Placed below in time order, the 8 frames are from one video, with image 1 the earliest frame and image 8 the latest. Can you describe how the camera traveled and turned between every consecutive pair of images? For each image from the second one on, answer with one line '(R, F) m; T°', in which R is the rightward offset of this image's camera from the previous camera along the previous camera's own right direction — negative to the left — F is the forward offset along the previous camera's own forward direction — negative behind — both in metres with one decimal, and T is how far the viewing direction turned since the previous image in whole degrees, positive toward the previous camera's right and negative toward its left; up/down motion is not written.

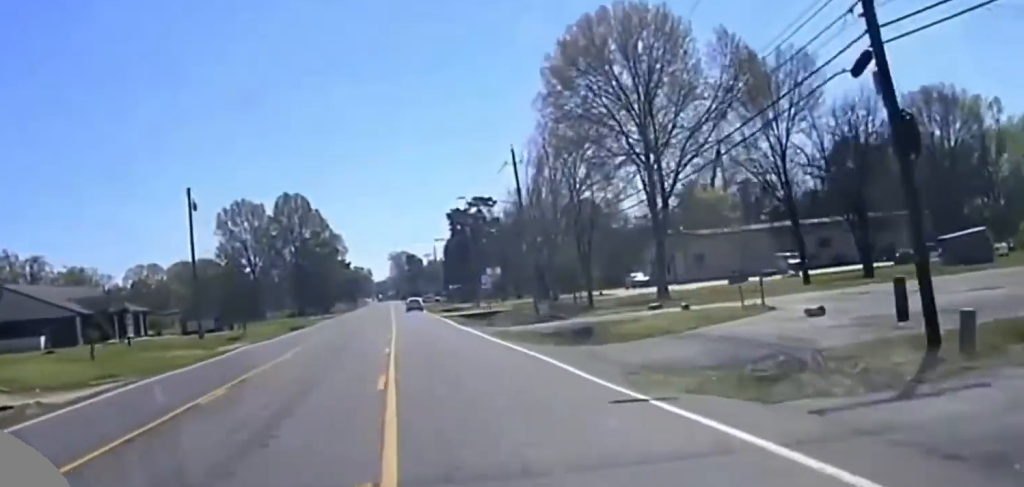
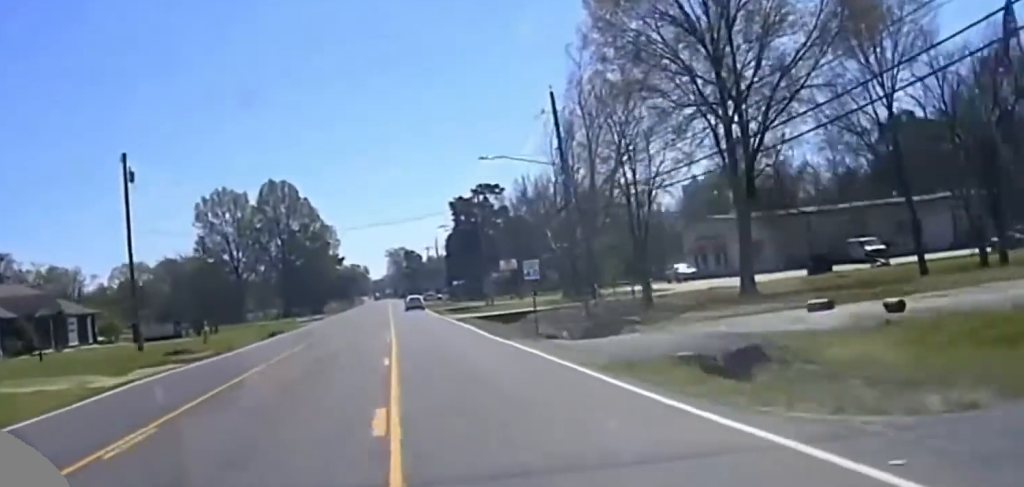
(-0.1, +20.3) m; 0°
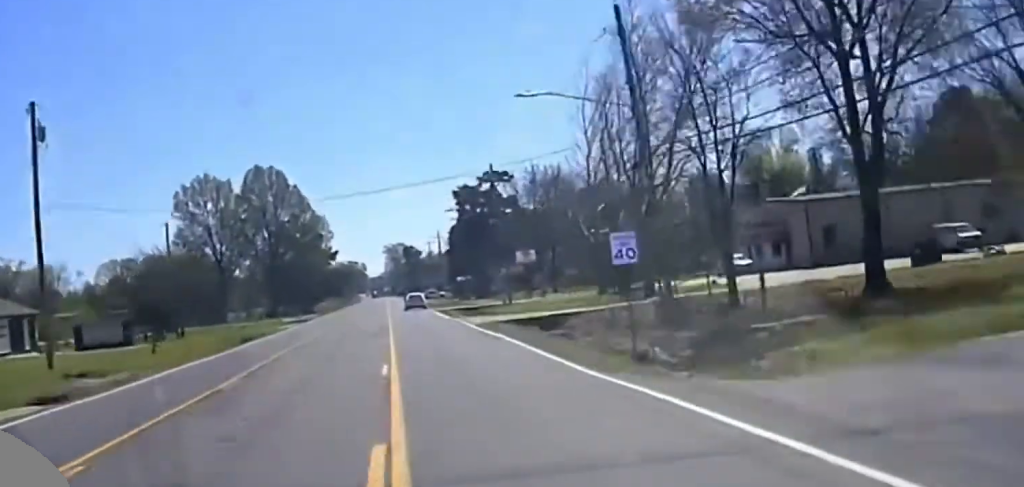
(0.0, +17.4) m; 0°
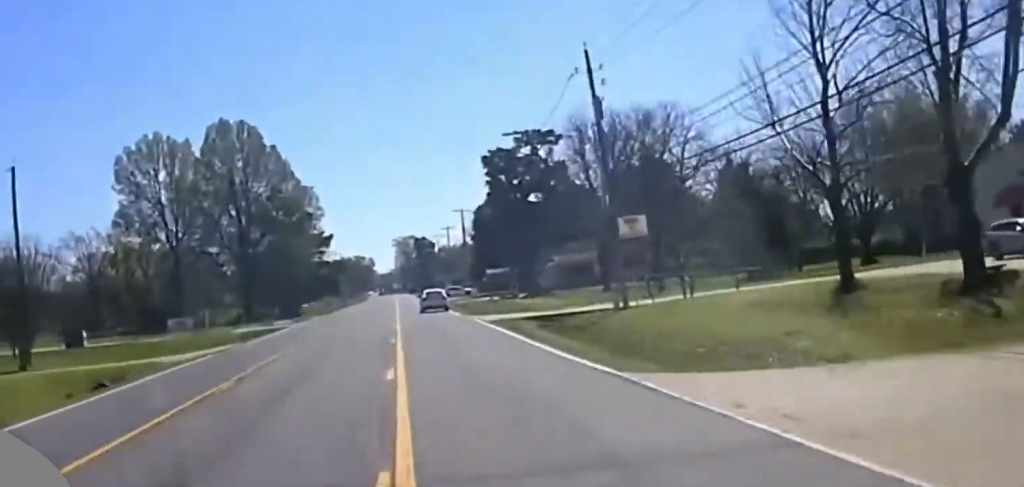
(-0.2, +45.5) m; 0°
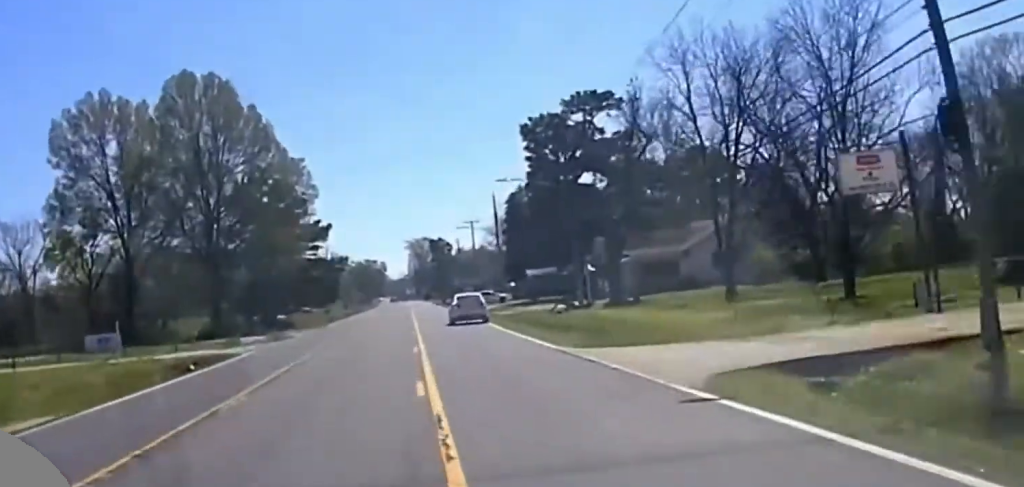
(0.0, +29.3) m; 0°
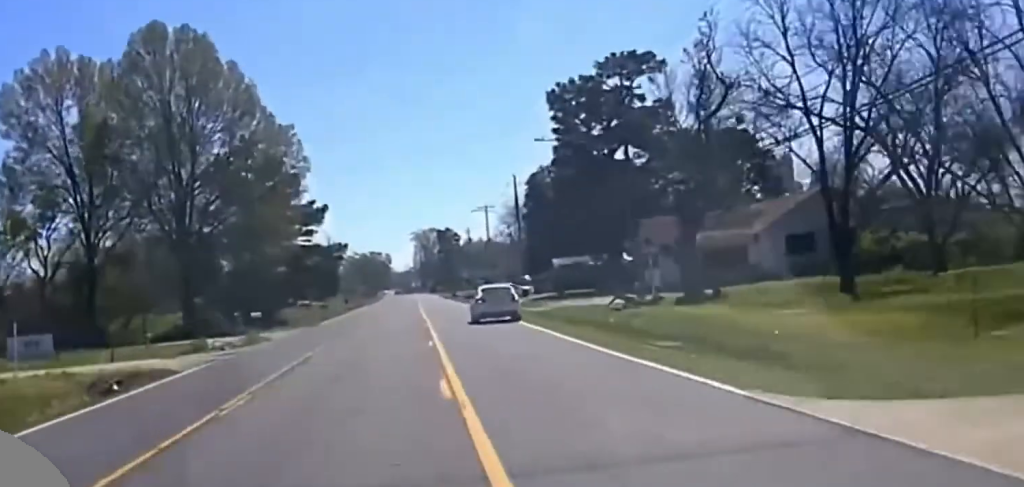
(0.0, +14.0) m; 0°
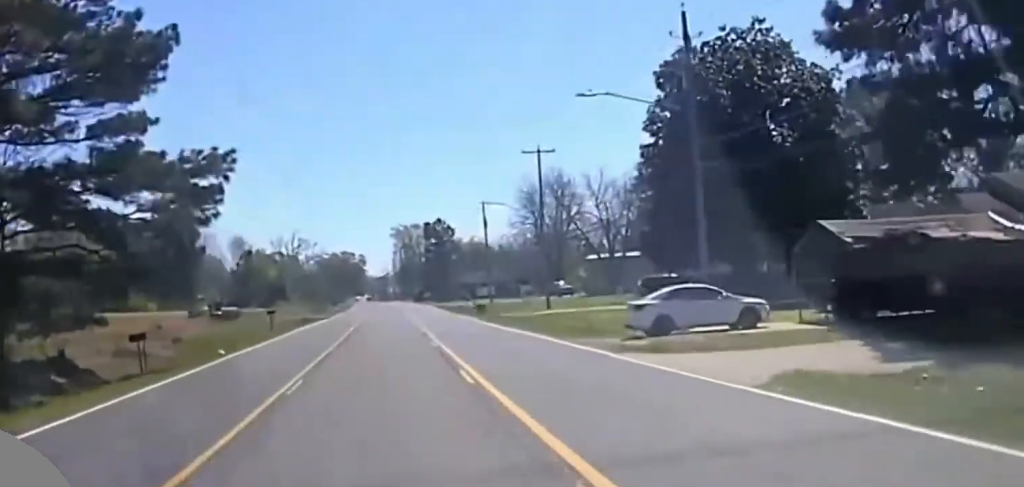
(0.0, +67.9) m; 0°
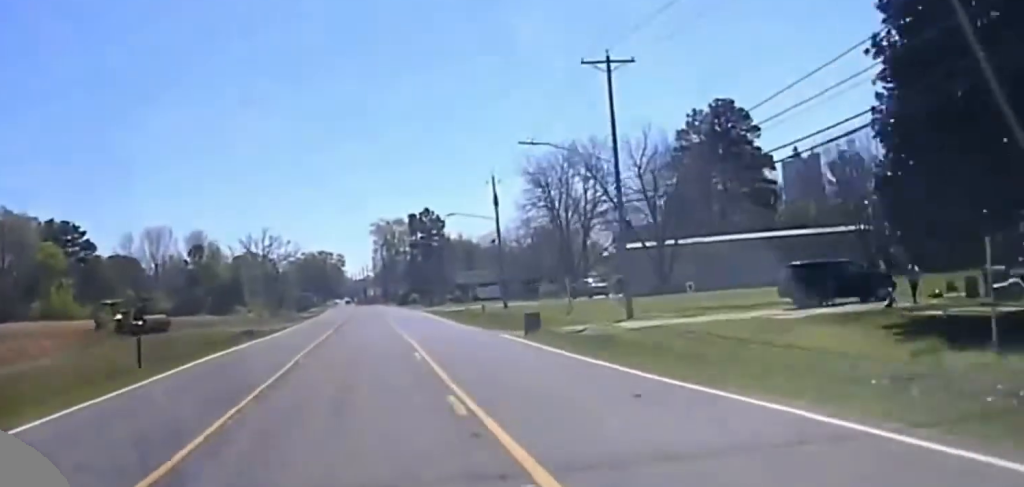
(-0.1, +30.5) m; +1°
